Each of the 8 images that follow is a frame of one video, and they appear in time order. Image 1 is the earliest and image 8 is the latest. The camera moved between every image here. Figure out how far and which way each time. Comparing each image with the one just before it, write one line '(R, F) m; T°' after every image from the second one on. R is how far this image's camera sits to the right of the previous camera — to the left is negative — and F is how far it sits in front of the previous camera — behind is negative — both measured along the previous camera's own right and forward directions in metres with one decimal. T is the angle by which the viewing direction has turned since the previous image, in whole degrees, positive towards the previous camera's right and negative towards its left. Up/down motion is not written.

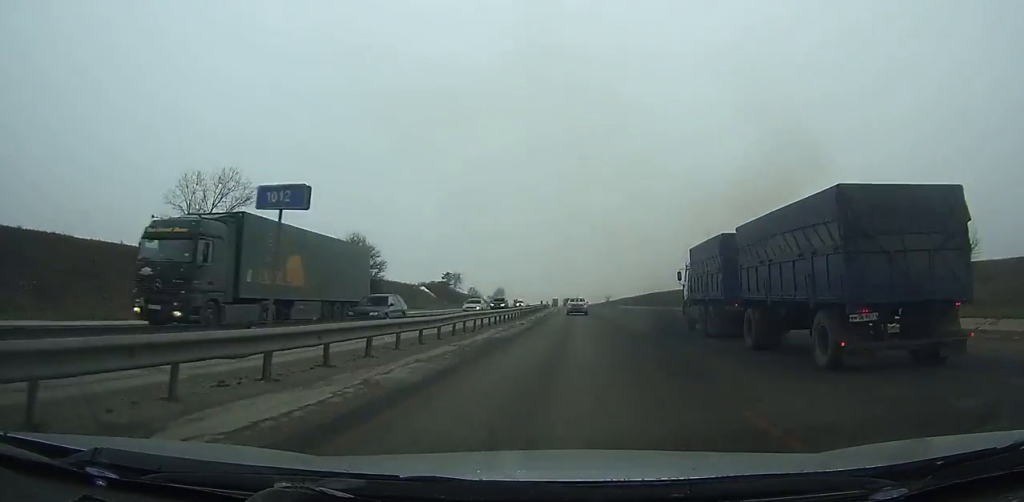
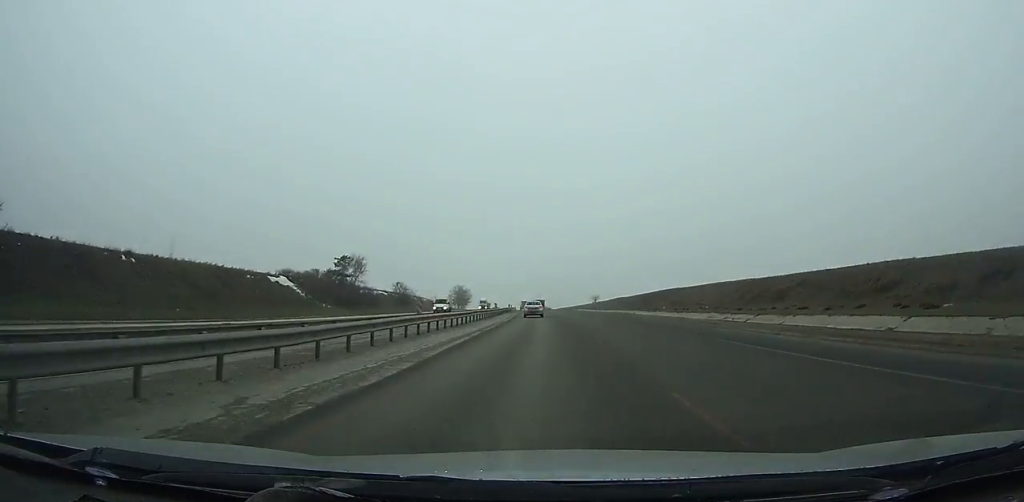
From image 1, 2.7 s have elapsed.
(+0.2, +57.7) m; -1°
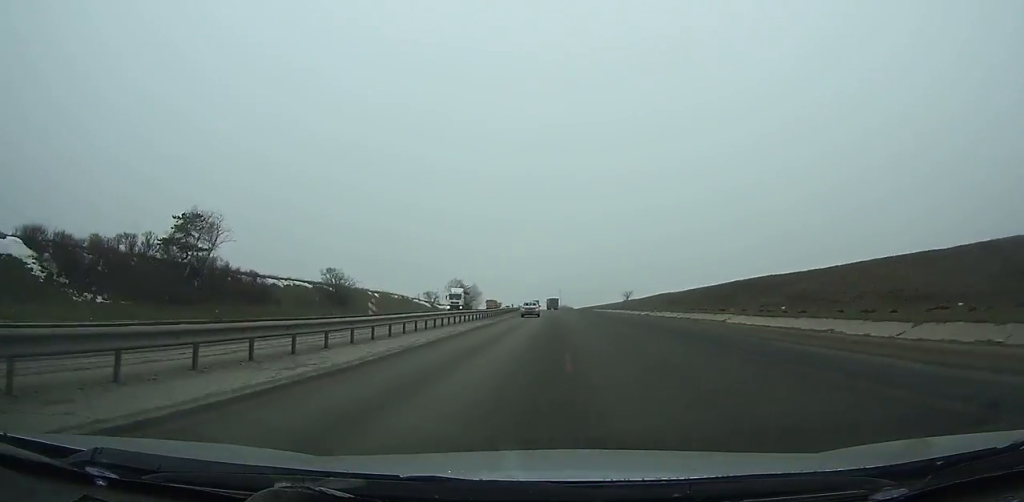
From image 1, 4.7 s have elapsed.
(+0.1, +43.5) m; -2°
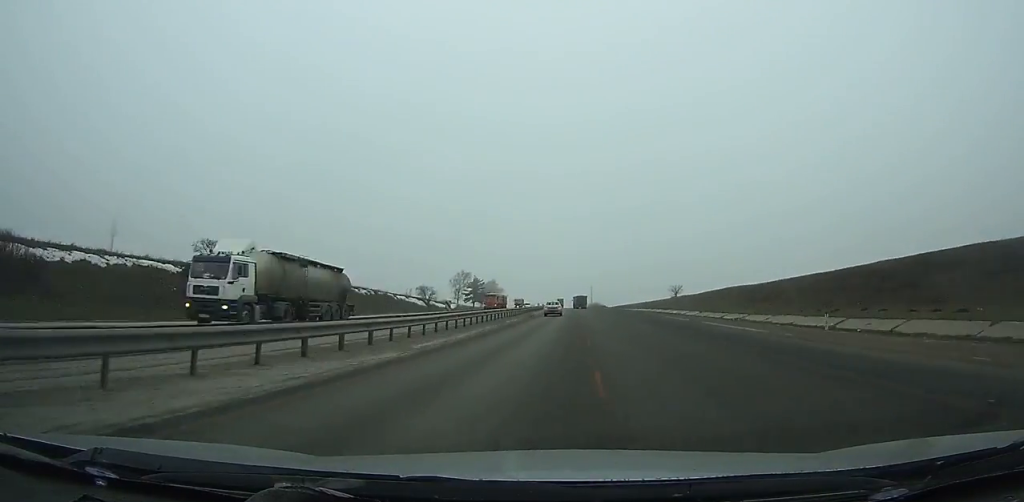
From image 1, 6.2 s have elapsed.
(-0.8, +33.4) m; -1°
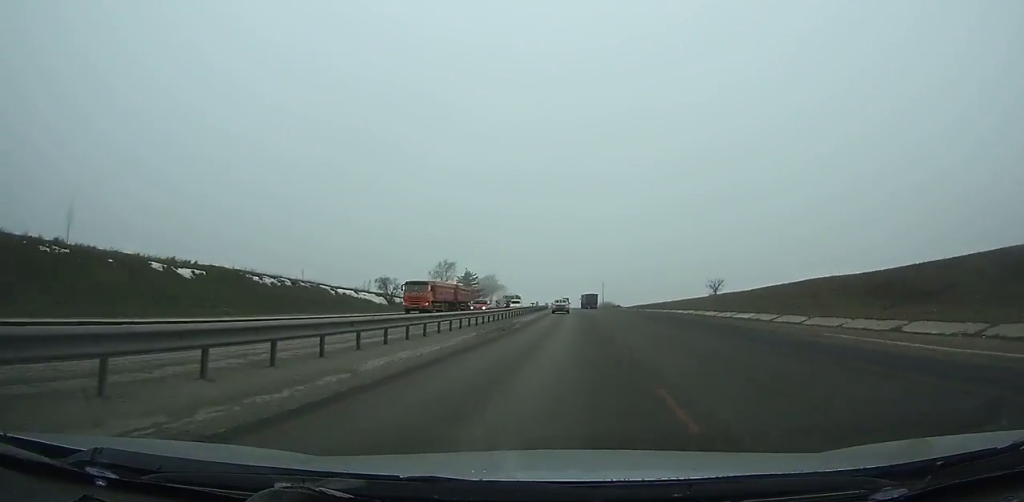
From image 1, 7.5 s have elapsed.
(-0.4, +29.1) m; -1°
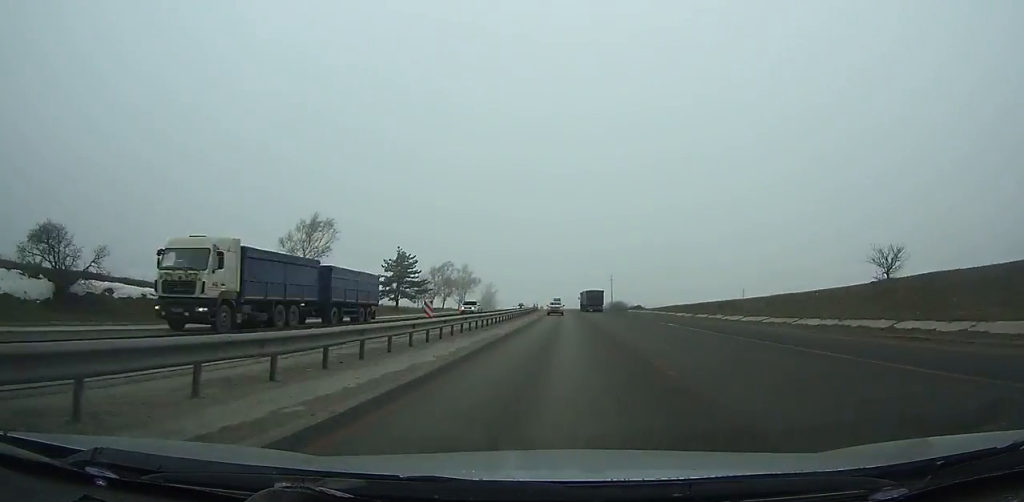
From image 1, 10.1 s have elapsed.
(-0.5, +59.9) m; -1°
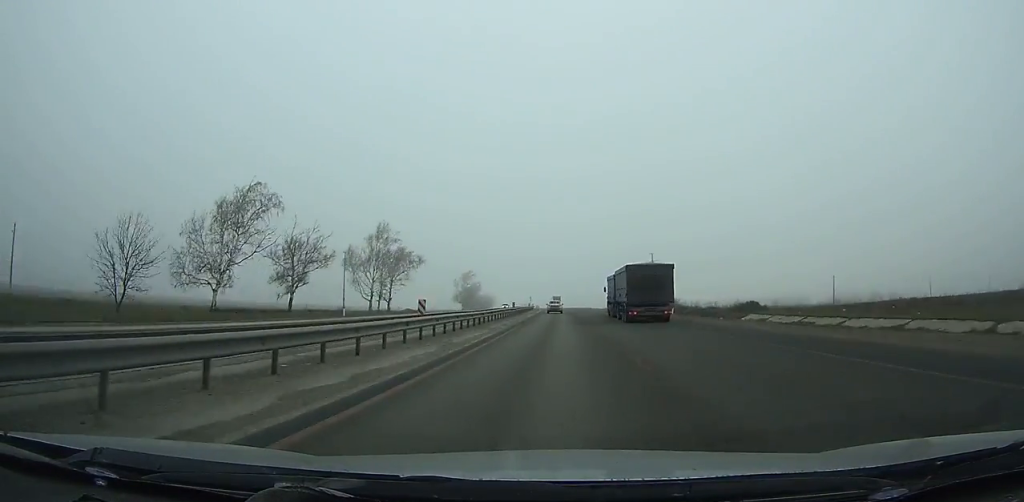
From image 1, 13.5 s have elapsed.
(-0.8, +81.1) m; -1°
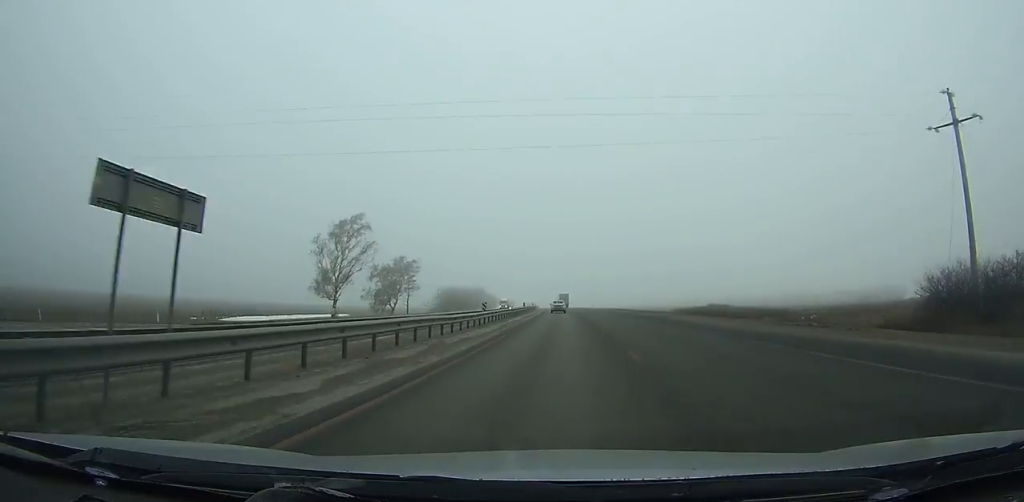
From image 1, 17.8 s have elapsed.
(-1.9, +107.4) m; -2°
